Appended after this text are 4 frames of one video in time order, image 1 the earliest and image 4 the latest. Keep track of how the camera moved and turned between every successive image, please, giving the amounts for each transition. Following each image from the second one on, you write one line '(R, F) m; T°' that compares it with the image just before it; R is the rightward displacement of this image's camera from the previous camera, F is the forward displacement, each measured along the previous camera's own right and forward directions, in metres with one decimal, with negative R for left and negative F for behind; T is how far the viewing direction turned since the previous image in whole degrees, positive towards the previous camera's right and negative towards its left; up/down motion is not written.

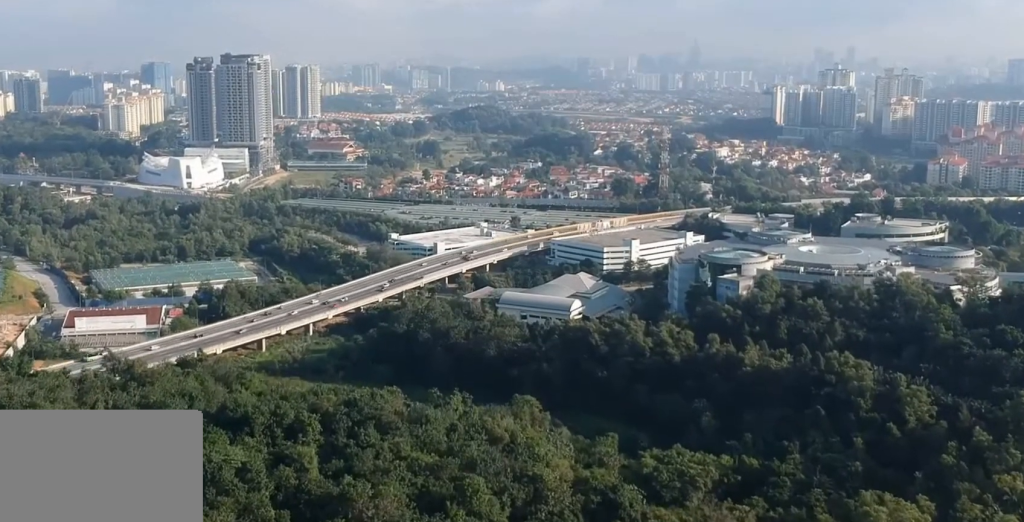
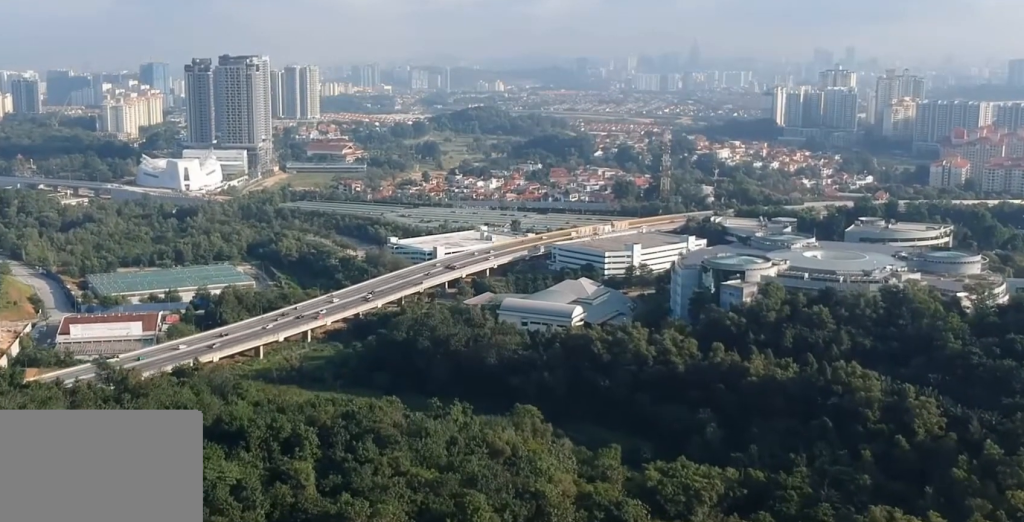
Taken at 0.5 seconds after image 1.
(0.0, +7.0) m; 0°
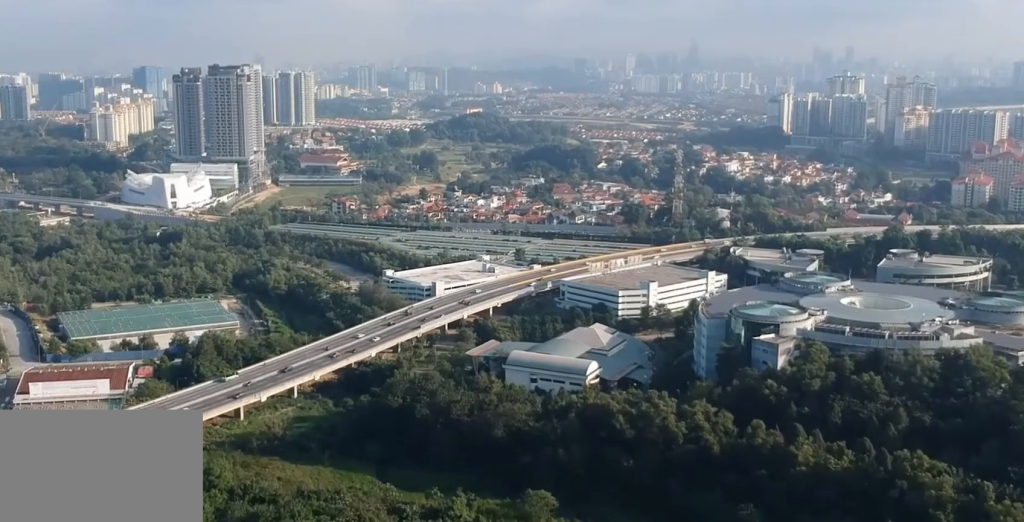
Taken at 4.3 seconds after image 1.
(-0.1, +51.2) m; 0°
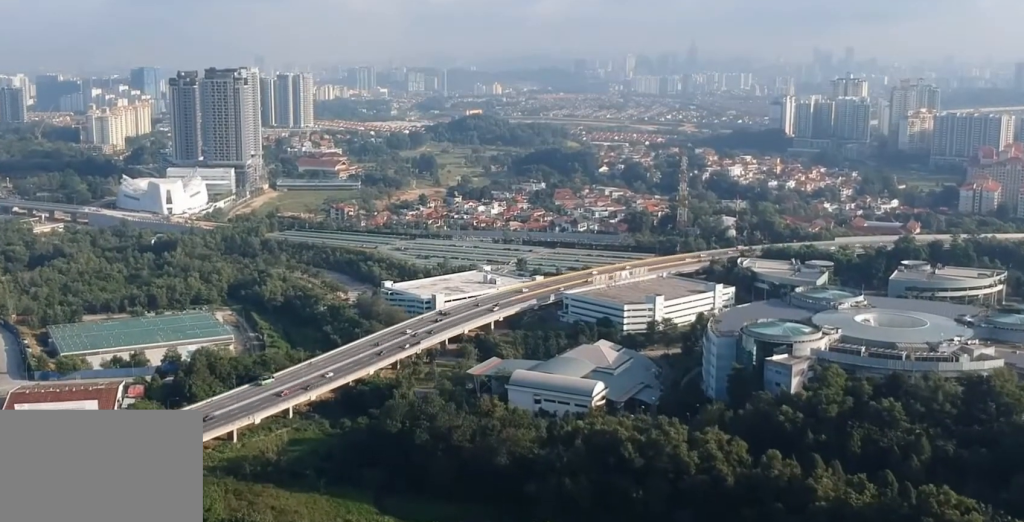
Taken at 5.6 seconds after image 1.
(0.0, +16.6) m; 0°
